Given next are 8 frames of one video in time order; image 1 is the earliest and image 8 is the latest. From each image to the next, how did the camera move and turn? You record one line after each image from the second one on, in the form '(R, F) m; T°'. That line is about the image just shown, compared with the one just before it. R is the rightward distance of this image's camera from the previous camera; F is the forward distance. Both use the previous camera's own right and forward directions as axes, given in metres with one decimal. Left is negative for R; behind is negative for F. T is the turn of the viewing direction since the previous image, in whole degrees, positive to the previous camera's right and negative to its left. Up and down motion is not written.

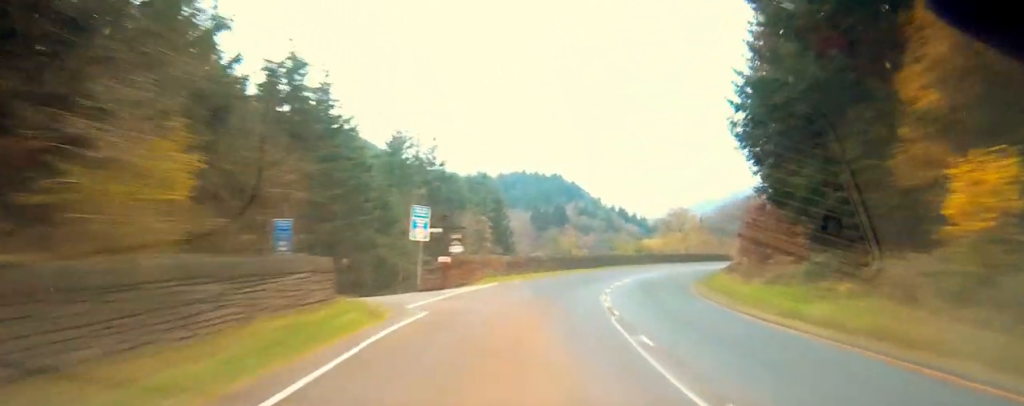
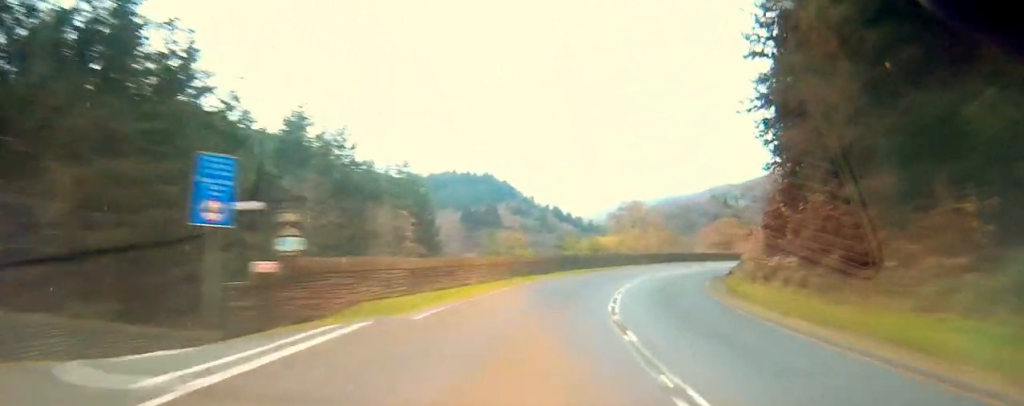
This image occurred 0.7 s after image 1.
(-0.3, +16.4) m; +3°
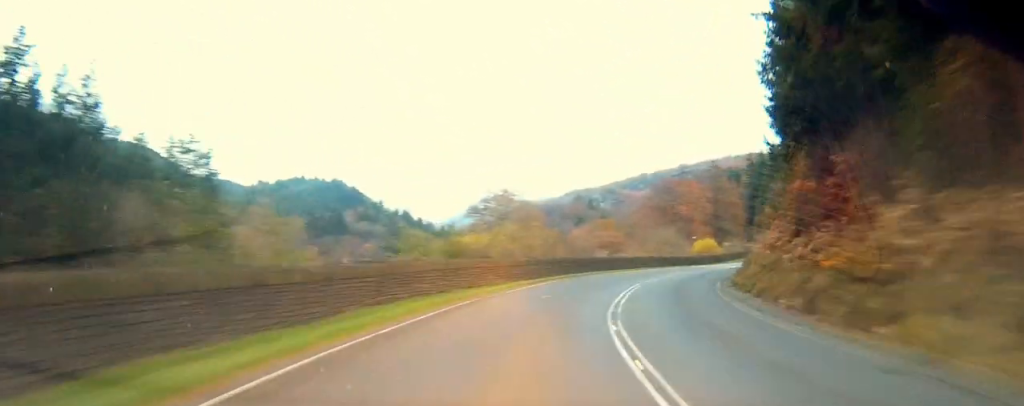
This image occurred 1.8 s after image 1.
(+2.8, +27.6) m; +17°
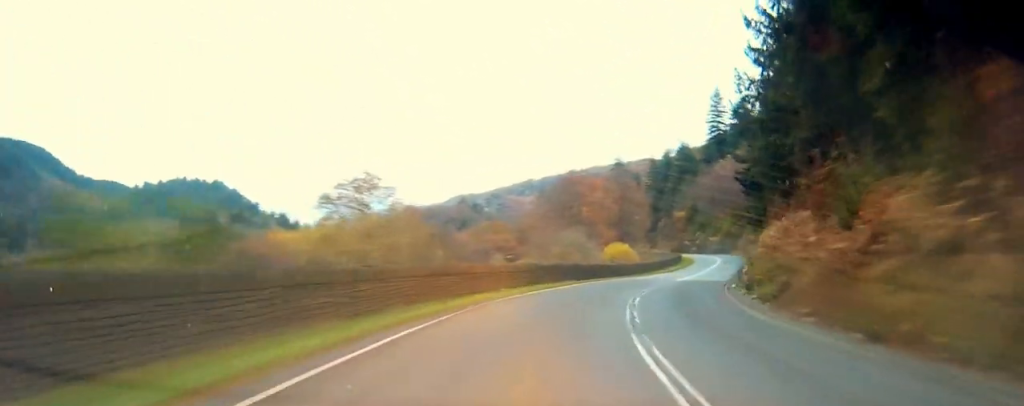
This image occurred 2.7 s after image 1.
(+3.7, +20.7) m; +9°
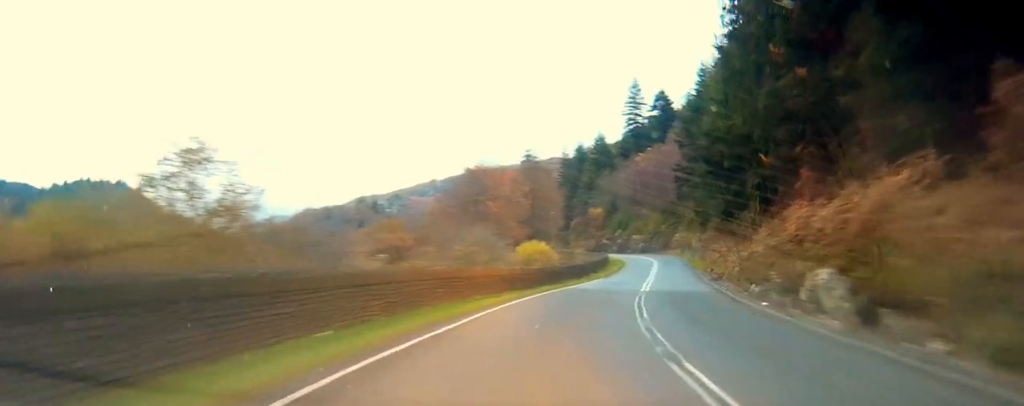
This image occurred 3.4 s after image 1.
(+0.3, +17.6) m; +3°
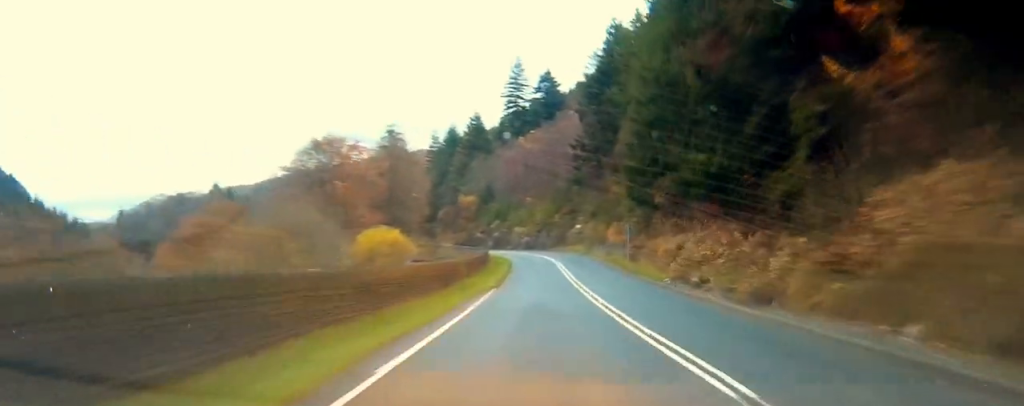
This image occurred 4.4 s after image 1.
(+1.2, +26.2) m; +7°
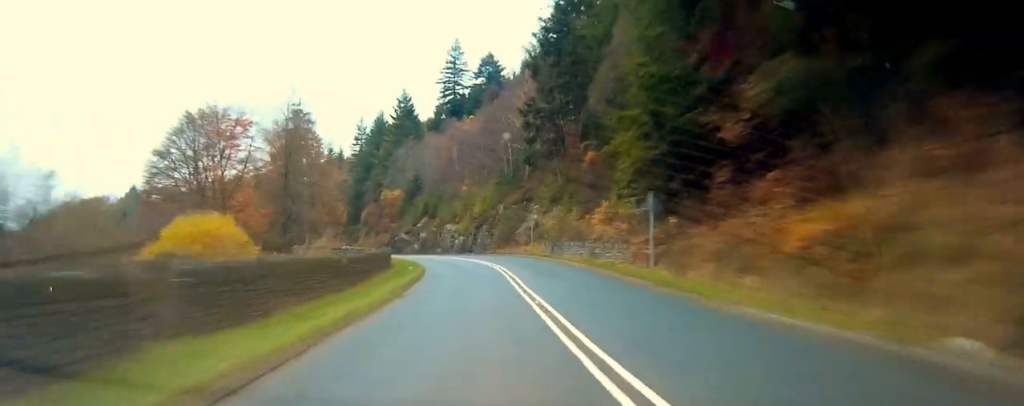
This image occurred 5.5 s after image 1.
(+1.9, +26.4) m; -1°
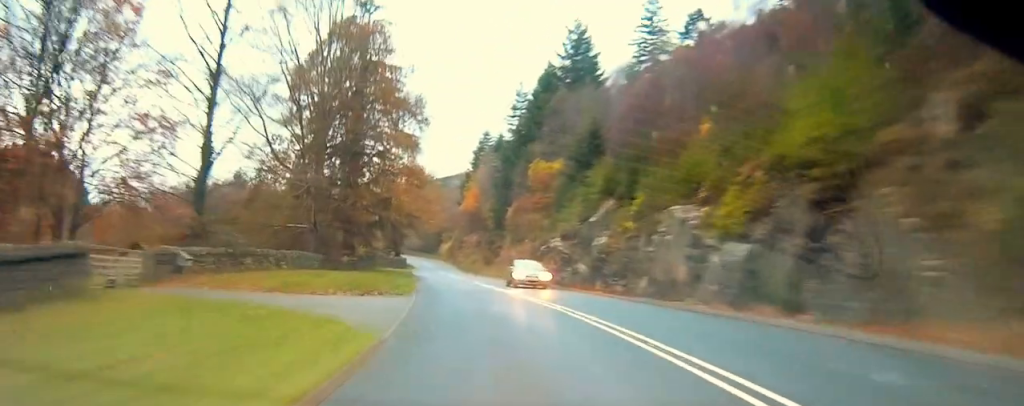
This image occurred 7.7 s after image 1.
(-9.0, +57.2) m; -12°
